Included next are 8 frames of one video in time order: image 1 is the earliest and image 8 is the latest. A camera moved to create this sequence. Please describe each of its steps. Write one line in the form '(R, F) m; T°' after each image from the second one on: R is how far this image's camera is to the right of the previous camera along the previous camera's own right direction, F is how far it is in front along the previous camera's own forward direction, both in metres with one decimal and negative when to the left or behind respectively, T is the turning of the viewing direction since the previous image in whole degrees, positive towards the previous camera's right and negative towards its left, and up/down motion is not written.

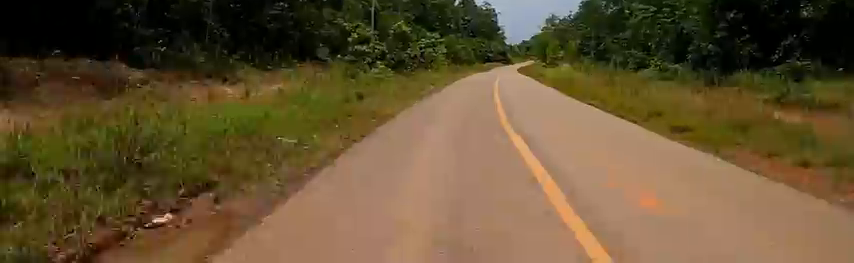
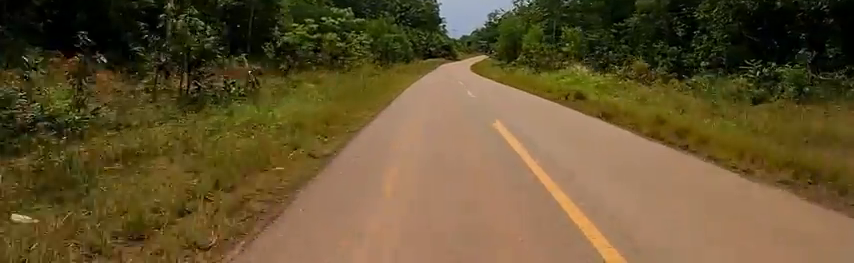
(-0.8, +19.2) m; +12°
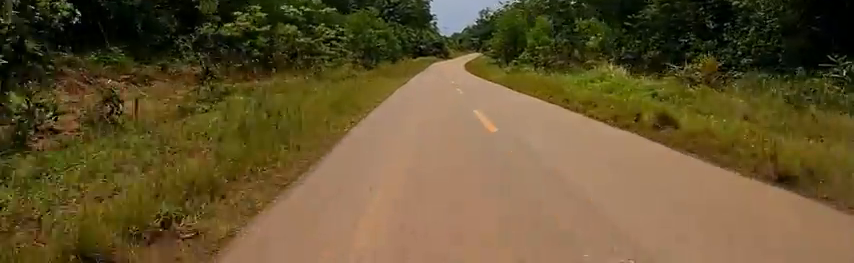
(+0.5, +6.2) m; +2°
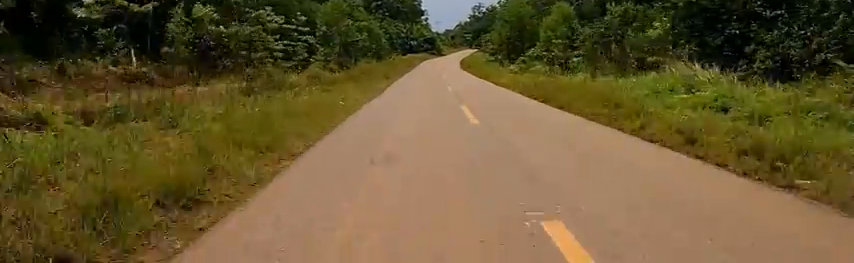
(+0.2, +7.6) m; +2°
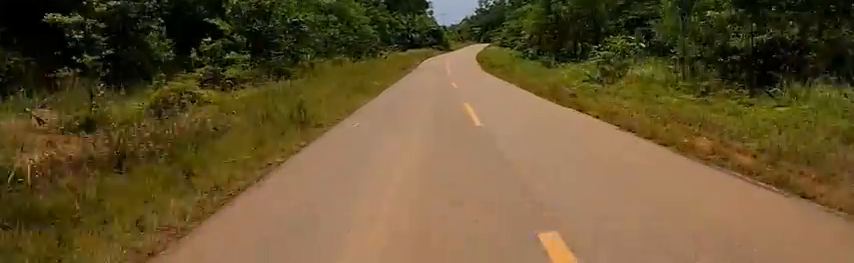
(+0.2, +15.9) m; +3°
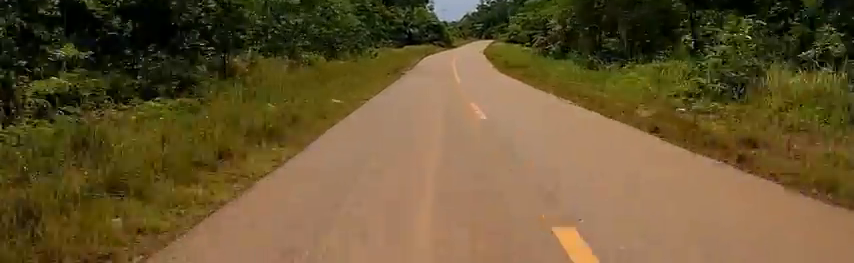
(+0.2, +8.2) m; +2°
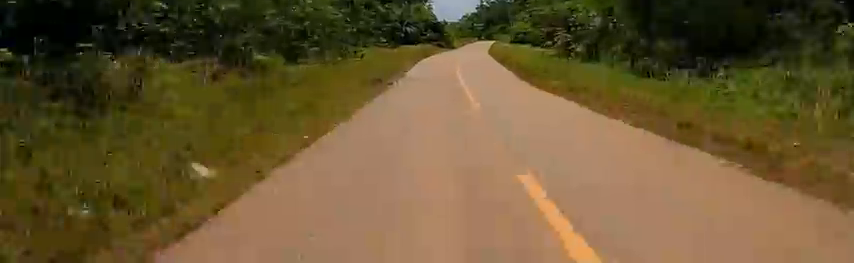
(0.0, +6.6) m; +1°
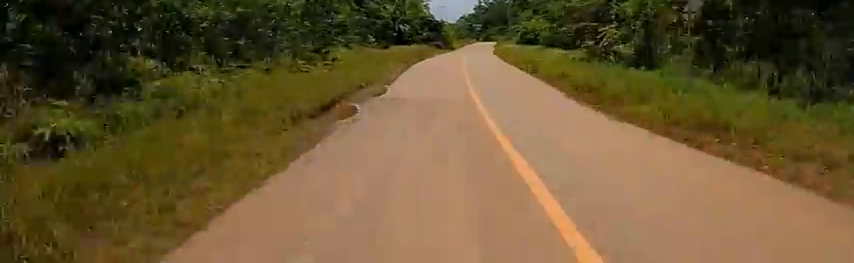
(0.0, +7.5) m; -1°
